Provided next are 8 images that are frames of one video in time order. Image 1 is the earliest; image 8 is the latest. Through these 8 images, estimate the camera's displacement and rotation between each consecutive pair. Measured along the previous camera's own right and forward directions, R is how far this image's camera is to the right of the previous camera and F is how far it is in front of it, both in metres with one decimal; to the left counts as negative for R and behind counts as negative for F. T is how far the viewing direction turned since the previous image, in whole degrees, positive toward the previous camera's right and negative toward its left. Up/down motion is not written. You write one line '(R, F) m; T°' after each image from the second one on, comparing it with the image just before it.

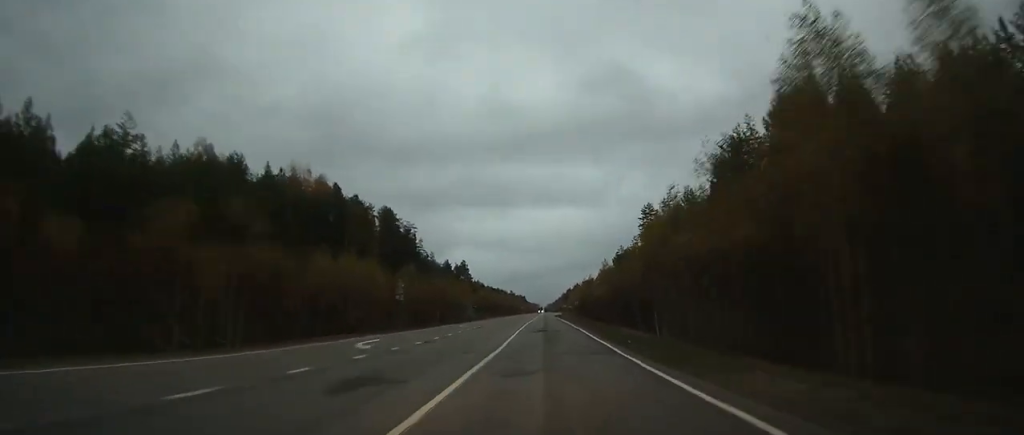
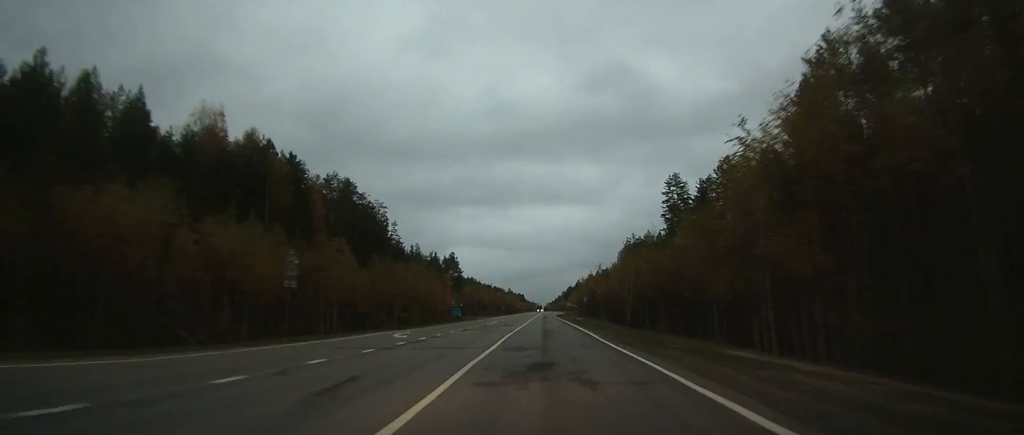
(+0.1, +22.7) m; 0°
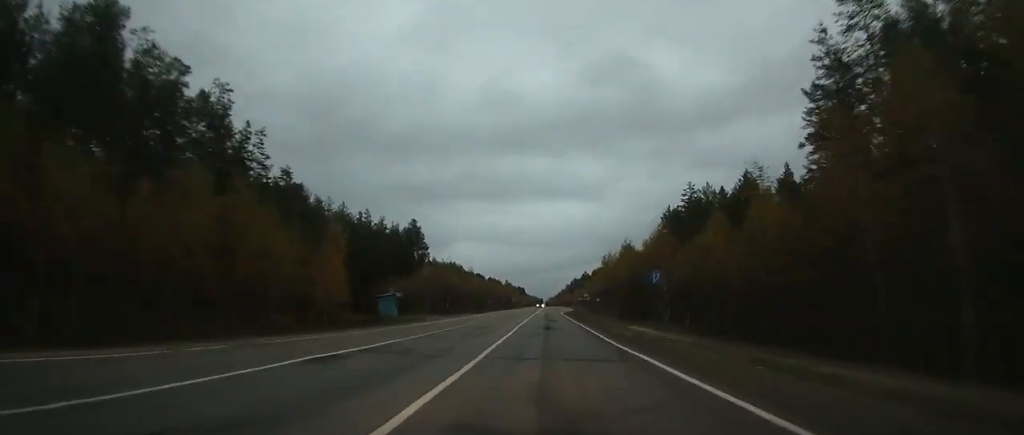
(-0.2, +50.7) m; 0°
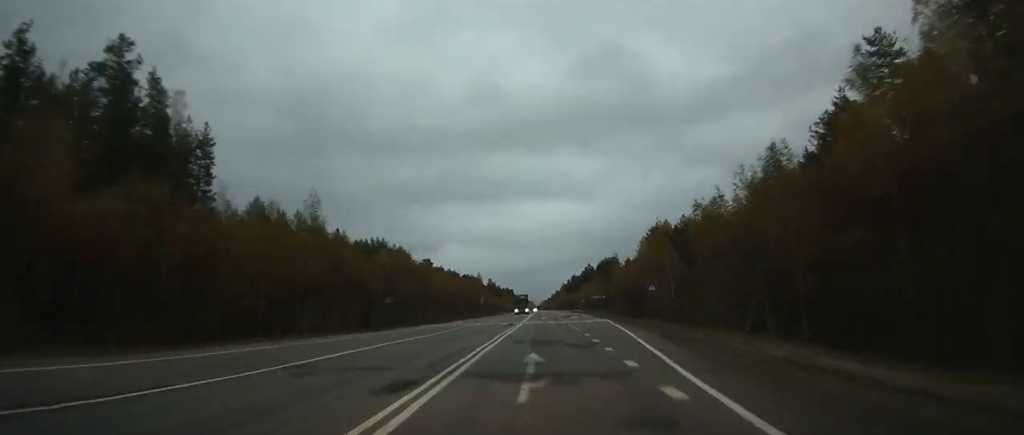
(+0.3, +83.2) m; 0°
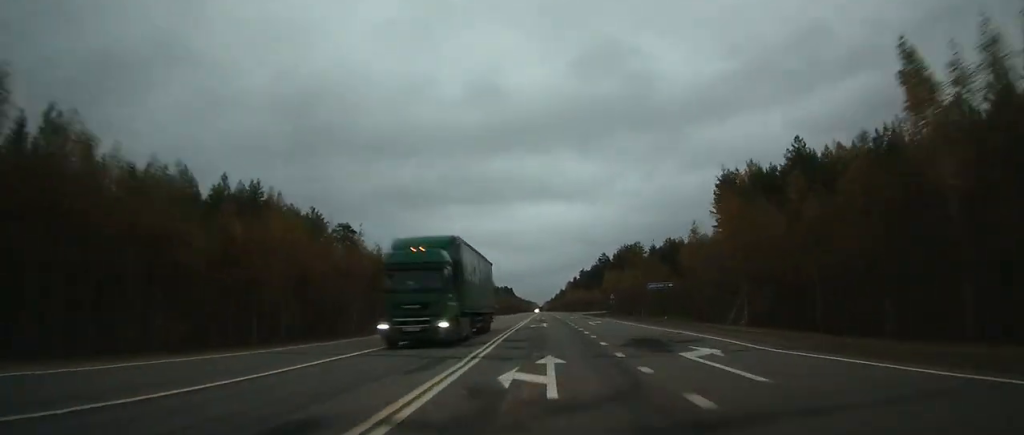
(-0.2, +60.7) m; 0°
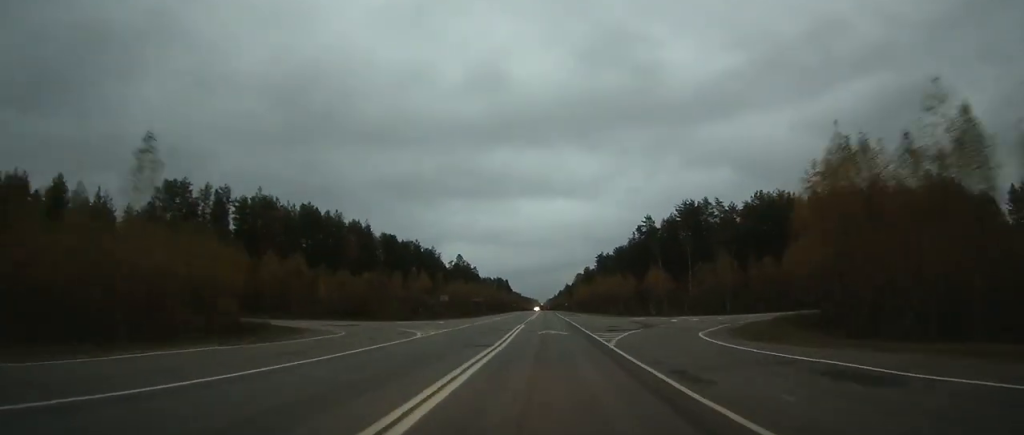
(-0.4, +90.3) m; 0°
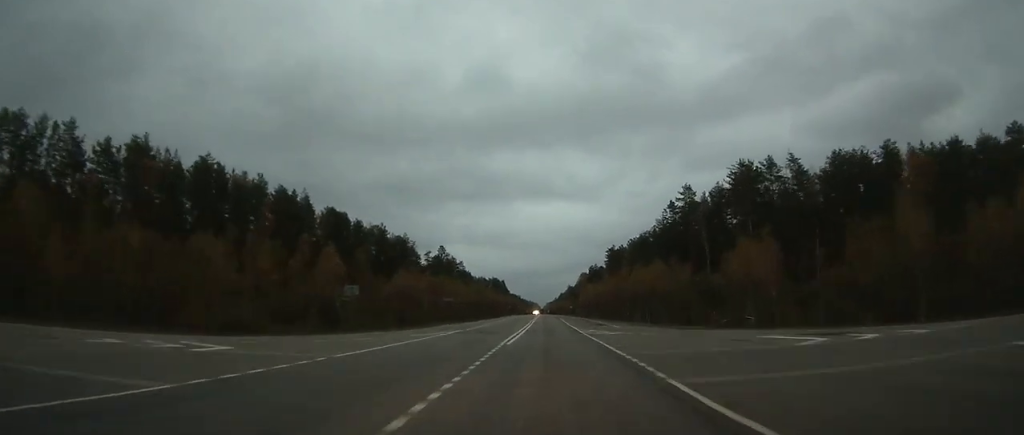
(+0.2, +35.4) m; 0°
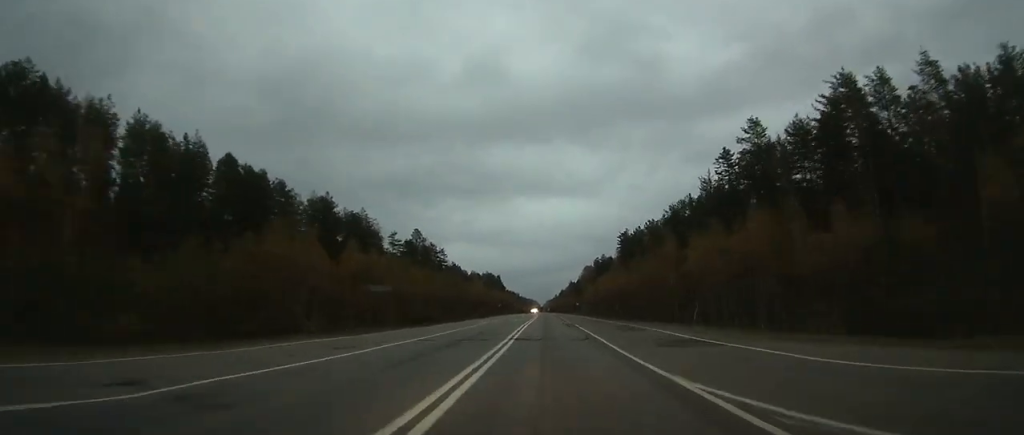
(0.0, +32.0) m; 0°
